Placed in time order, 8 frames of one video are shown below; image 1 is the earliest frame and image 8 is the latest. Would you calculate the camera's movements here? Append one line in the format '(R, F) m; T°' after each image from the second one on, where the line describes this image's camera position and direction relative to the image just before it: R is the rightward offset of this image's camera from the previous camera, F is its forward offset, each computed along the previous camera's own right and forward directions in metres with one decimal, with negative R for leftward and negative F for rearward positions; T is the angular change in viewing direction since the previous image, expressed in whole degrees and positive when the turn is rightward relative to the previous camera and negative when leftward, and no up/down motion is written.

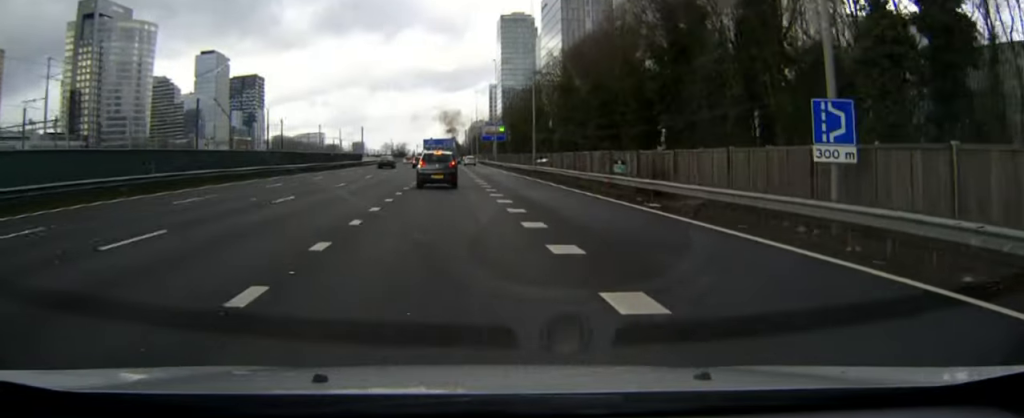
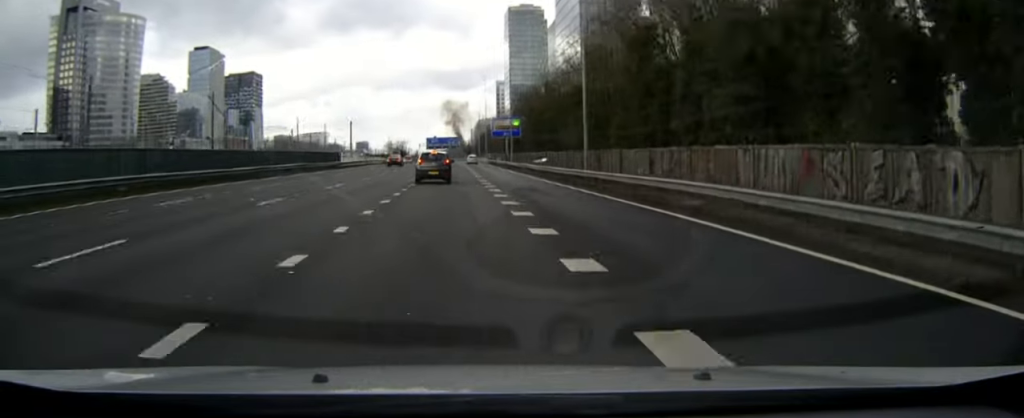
(0.0, +26.1) m; 0°
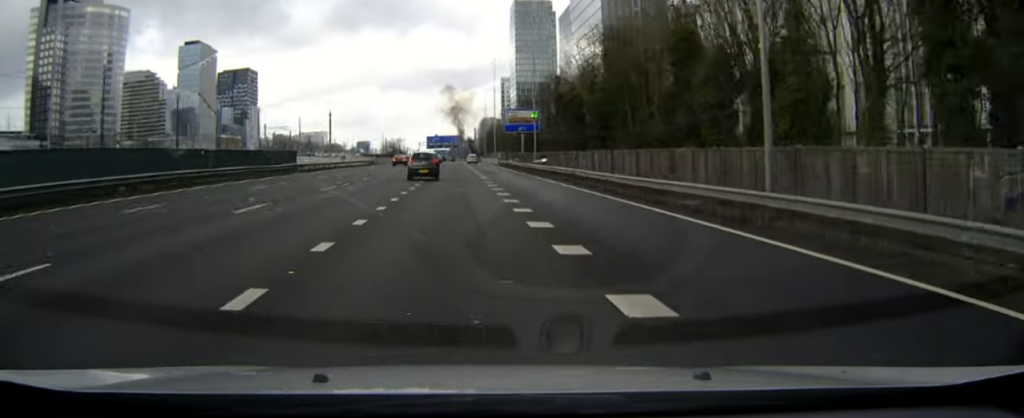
(-0.1, +27.1) m; 0°
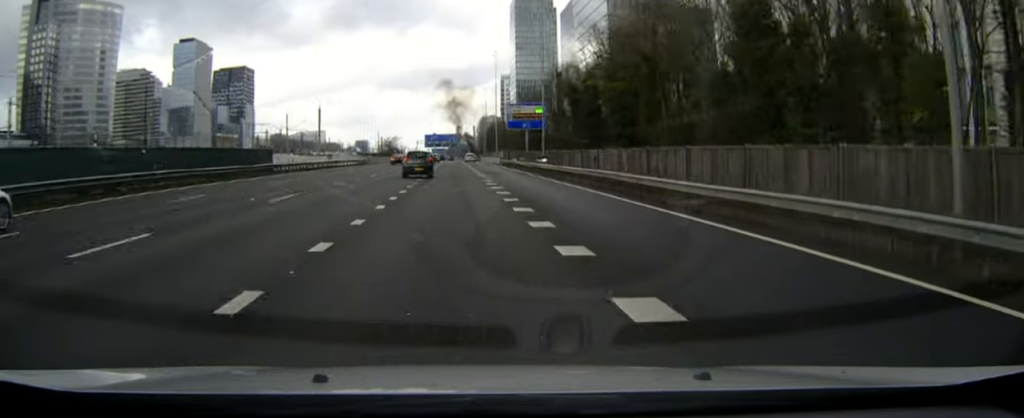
(0.0, +8.3) m; 0°
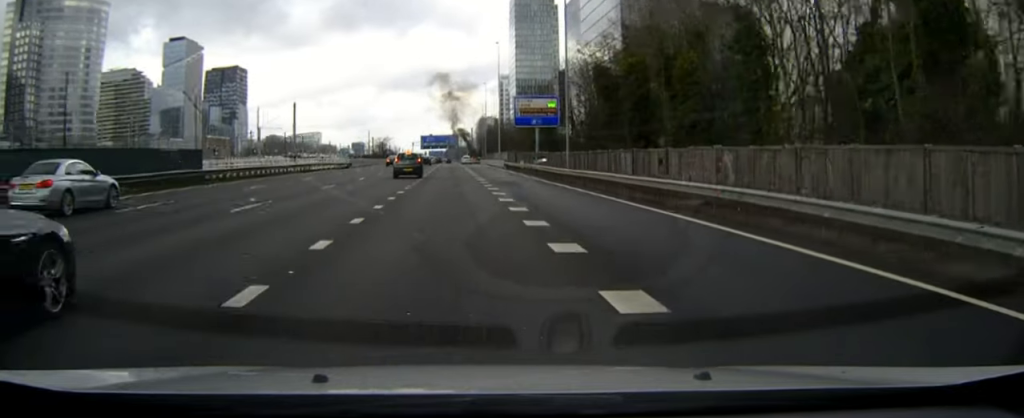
(0.0, +15.7) m; 0°
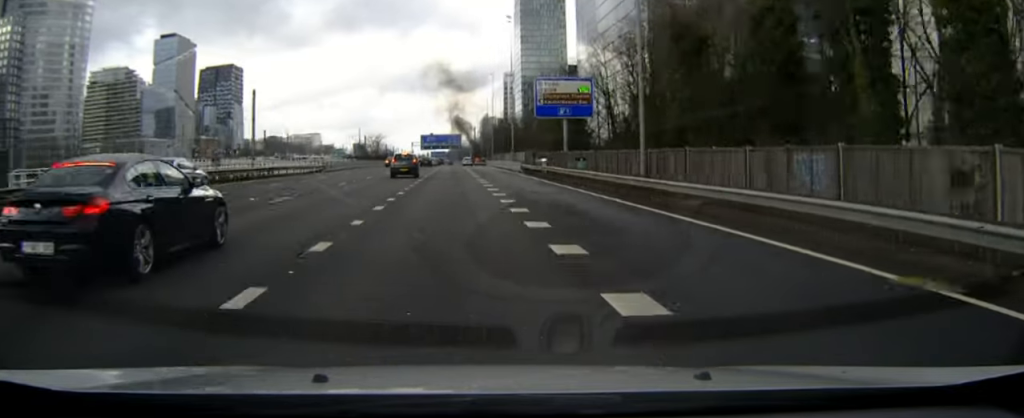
(0.0, +20.3) m; 0°
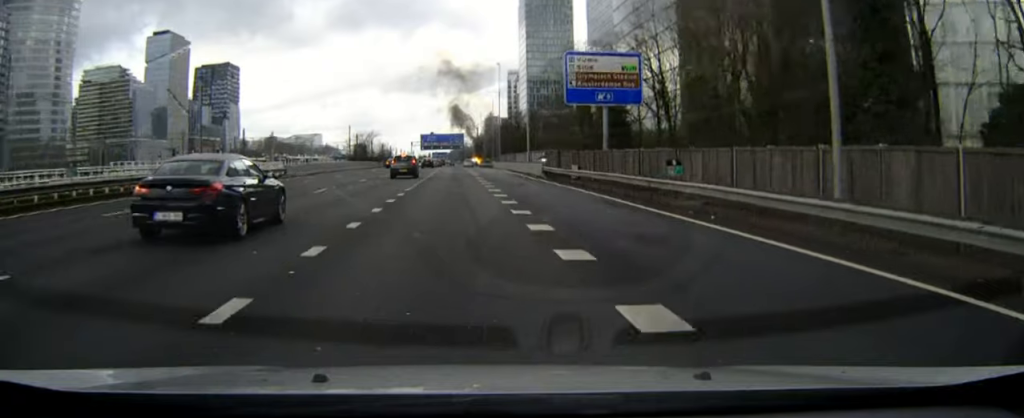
(0.0, +16.9) m; 0°
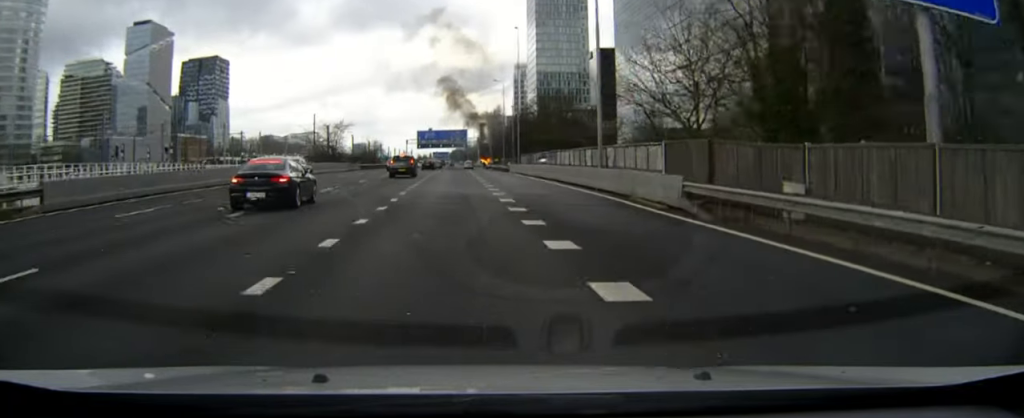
(0.0, +34.9) m; 0°
